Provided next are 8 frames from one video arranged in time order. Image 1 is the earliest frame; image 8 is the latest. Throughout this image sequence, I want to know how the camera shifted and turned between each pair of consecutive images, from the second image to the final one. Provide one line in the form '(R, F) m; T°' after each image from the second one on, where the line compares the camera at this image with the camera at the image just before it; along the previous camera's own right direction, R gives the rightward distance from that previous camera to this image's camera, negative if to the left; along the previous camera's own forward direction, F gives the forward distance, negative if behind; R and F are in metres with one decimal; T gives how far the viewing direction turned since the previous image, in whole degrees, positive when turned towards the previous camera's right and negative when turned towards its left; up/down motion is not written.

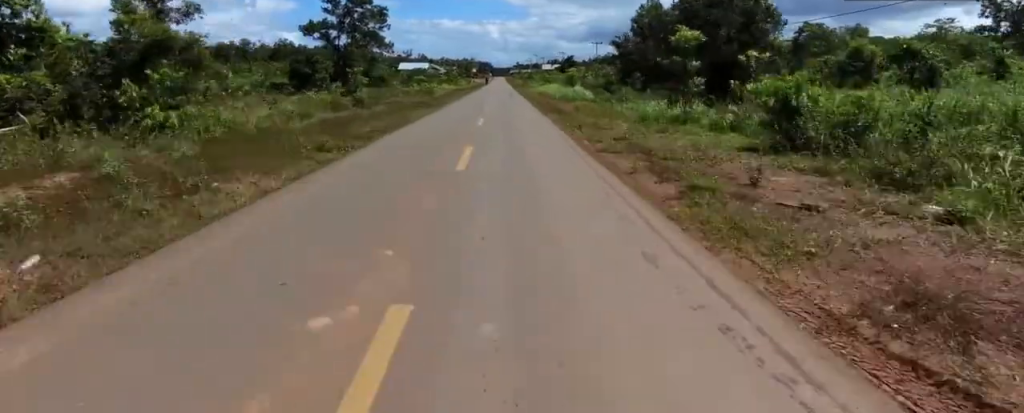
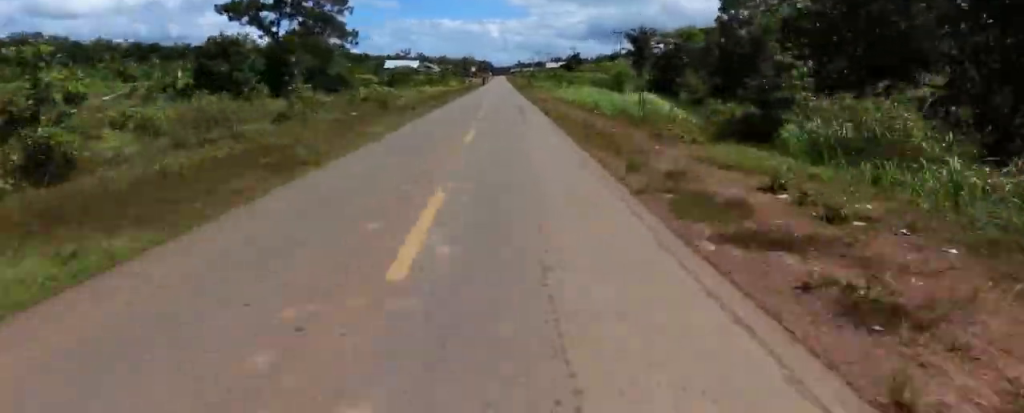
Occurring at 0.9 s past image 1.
(-0.2, +21.3) m; -1°
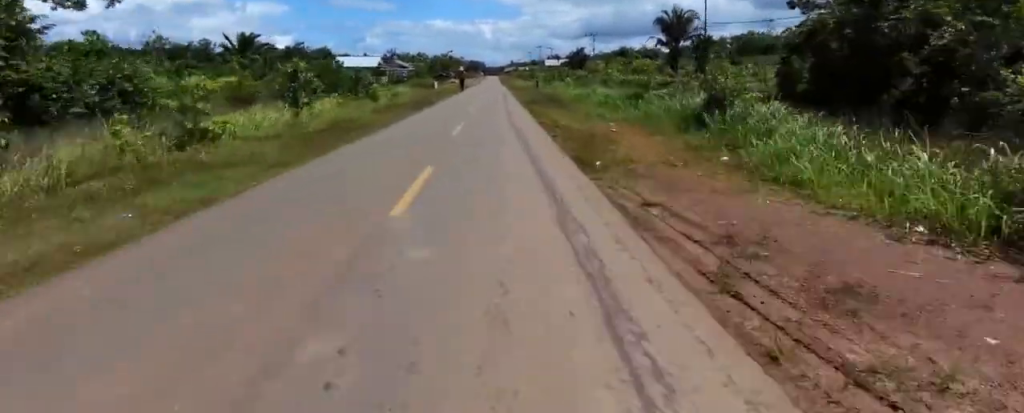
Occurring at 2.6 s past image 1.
(-1.0, +37.9) m; +2°
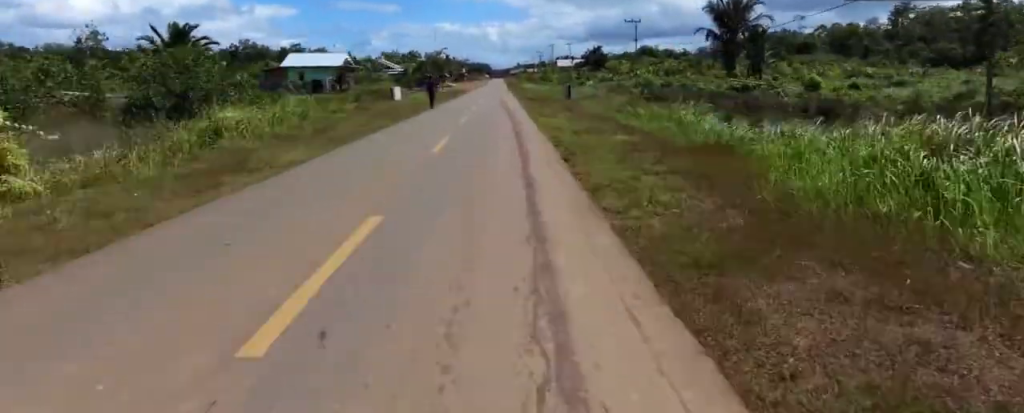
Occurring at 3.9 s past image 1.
(+1.5, +26.8) m; 0°
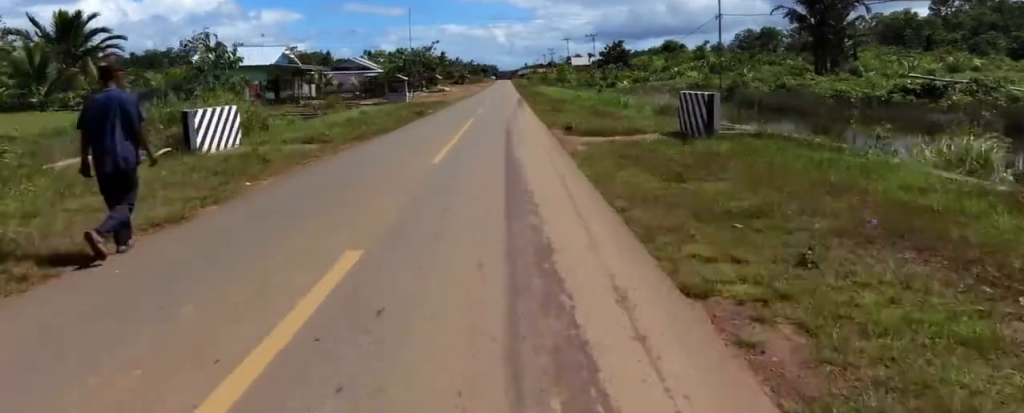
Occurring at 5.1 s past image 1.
(-1.0, +25.4) m; 0°
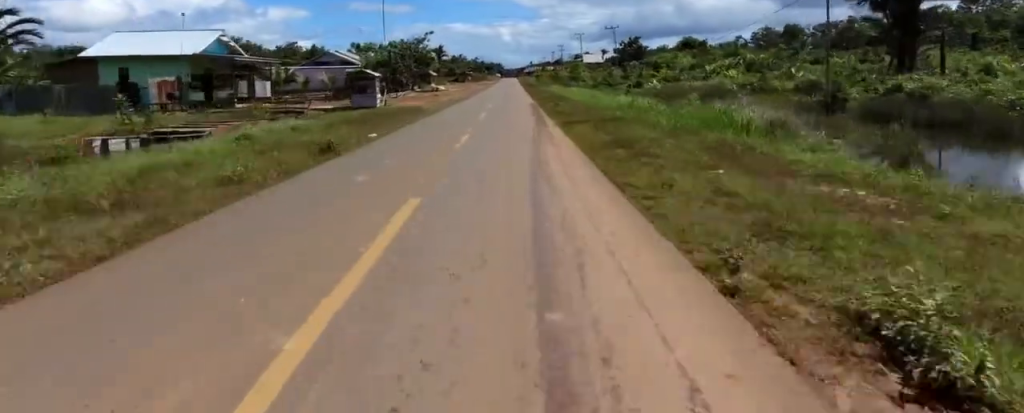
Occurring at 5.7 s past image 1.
(+0.7, +13.2) m; +1°
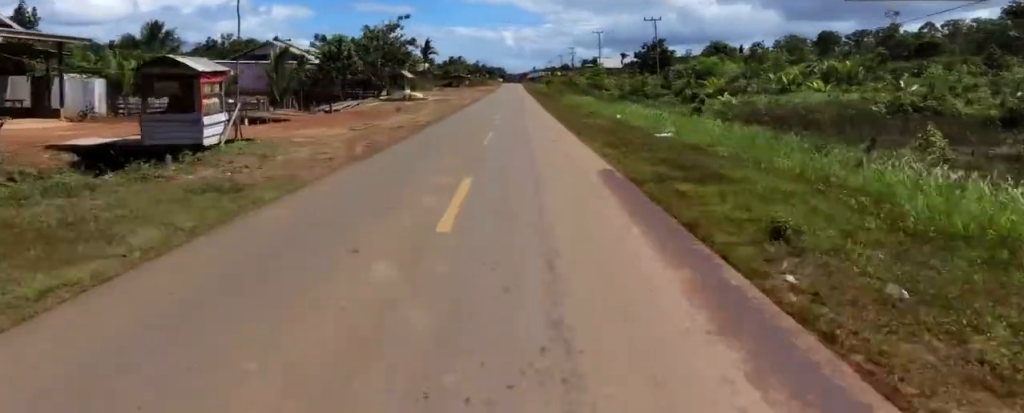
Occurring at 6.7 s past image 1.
(-1.0, +22.6) m; -3°
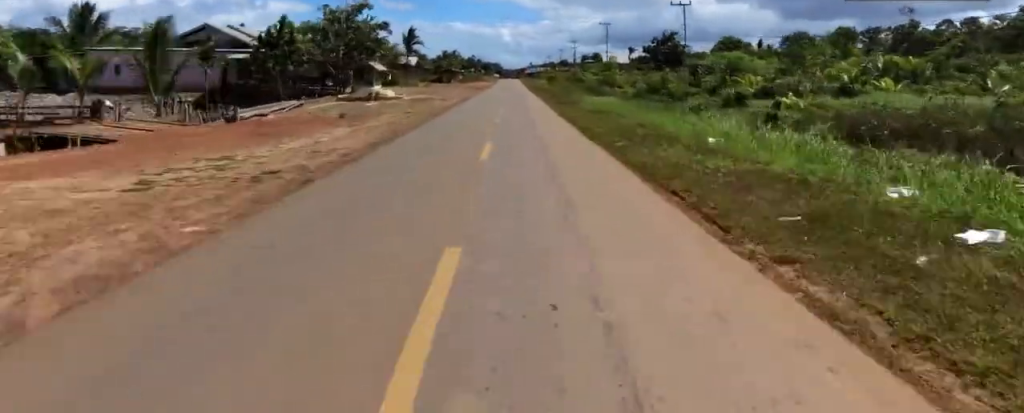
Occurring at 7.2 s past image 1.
(-0.3, +12.0) m; +1°
